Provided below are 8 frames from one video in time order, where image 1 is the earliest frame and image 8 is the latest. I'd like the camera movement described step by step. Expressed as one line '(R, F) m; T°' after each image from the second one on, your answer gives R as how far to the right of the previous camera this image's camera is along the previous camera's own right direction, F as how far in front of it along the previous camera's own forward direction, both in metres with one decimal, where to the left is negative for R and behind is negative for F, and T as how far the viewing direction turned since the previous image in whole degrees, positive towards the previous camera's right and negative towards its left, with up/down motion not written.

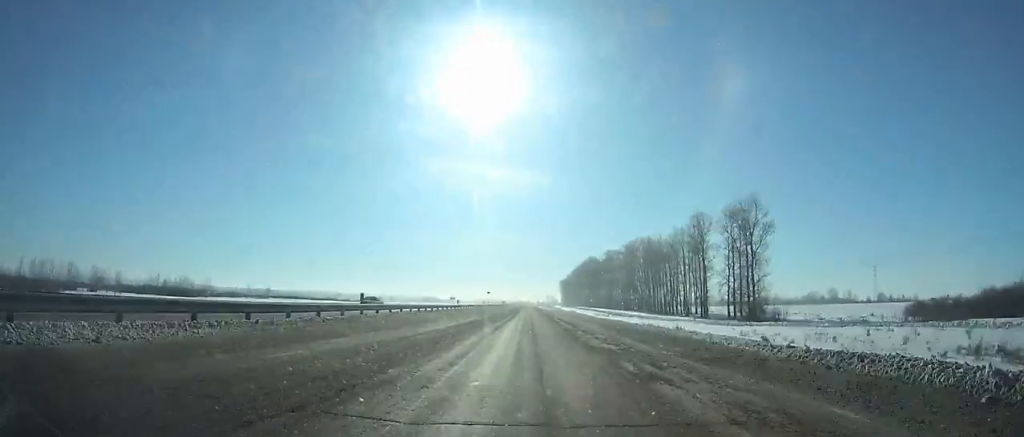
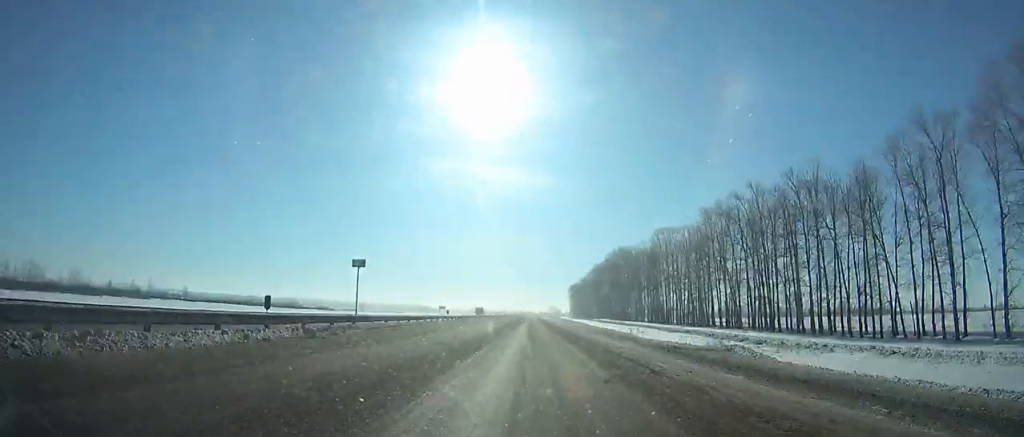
(0.0, +86.6) m; 0°
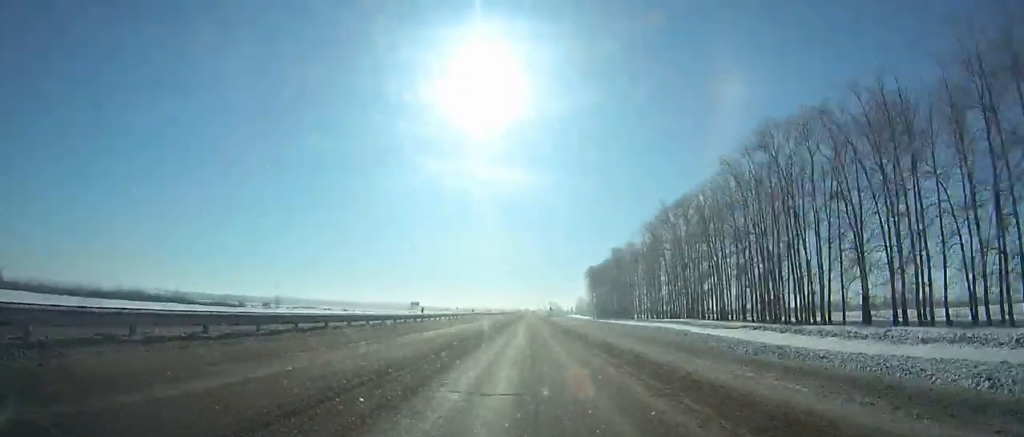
(-0.1, +127.7) m; 0°
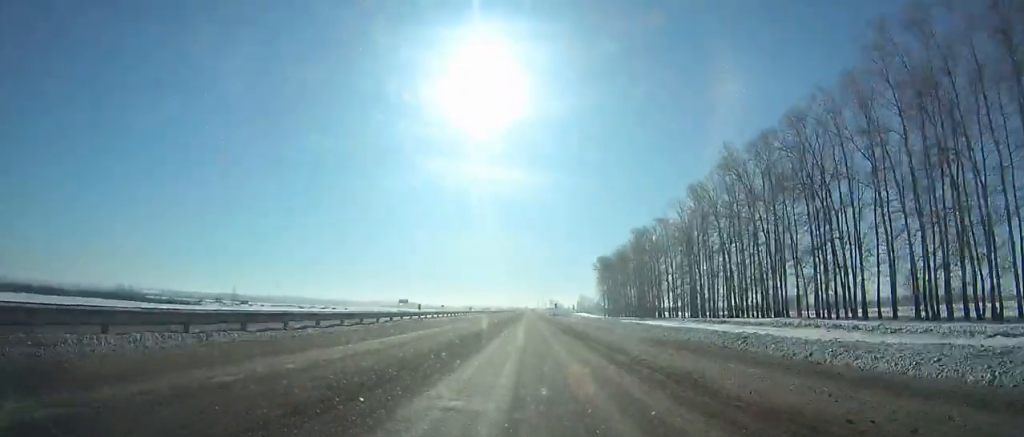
(0.0, +39.6) m; 0°
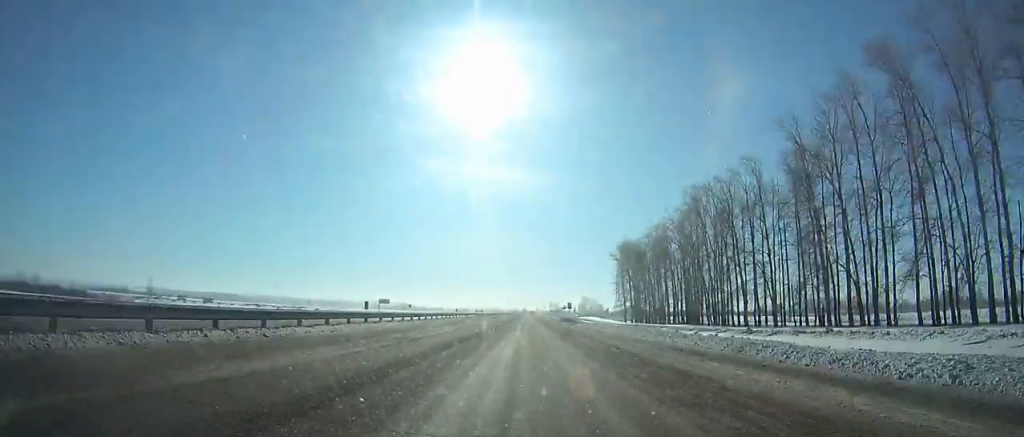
(+0.3, +52.0) m; 0°
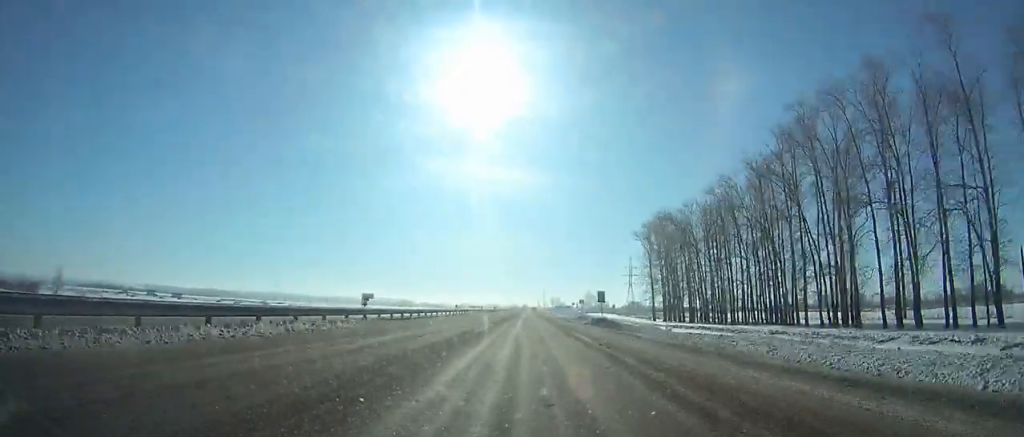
(+0.1, +39.6) m; 0°
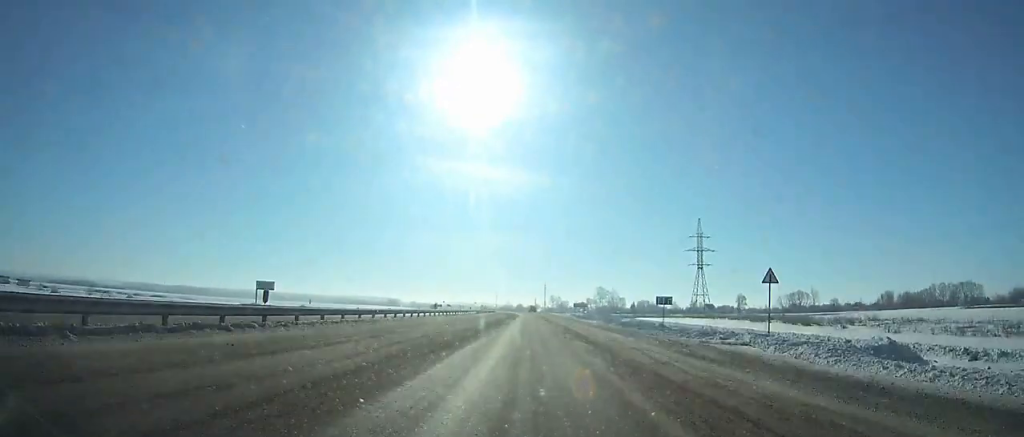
(+0.1, +127.5) m; 0°
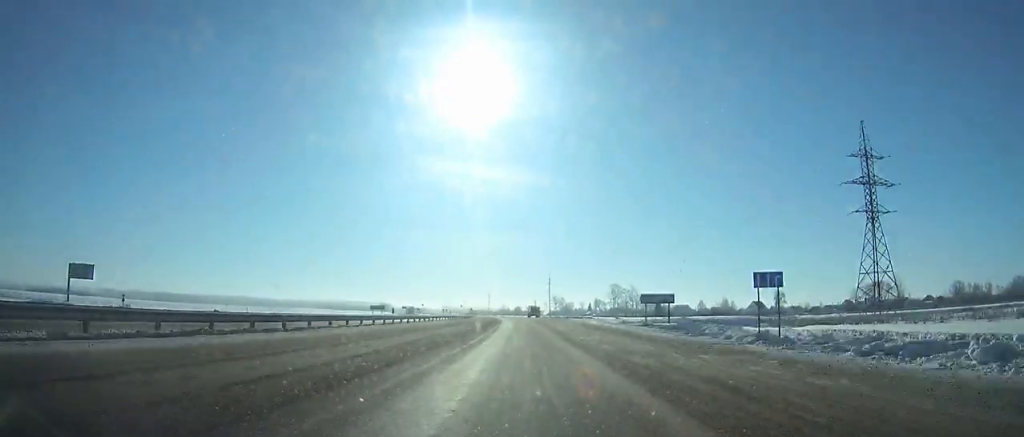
(+0.2, +92.2) m; 0°
